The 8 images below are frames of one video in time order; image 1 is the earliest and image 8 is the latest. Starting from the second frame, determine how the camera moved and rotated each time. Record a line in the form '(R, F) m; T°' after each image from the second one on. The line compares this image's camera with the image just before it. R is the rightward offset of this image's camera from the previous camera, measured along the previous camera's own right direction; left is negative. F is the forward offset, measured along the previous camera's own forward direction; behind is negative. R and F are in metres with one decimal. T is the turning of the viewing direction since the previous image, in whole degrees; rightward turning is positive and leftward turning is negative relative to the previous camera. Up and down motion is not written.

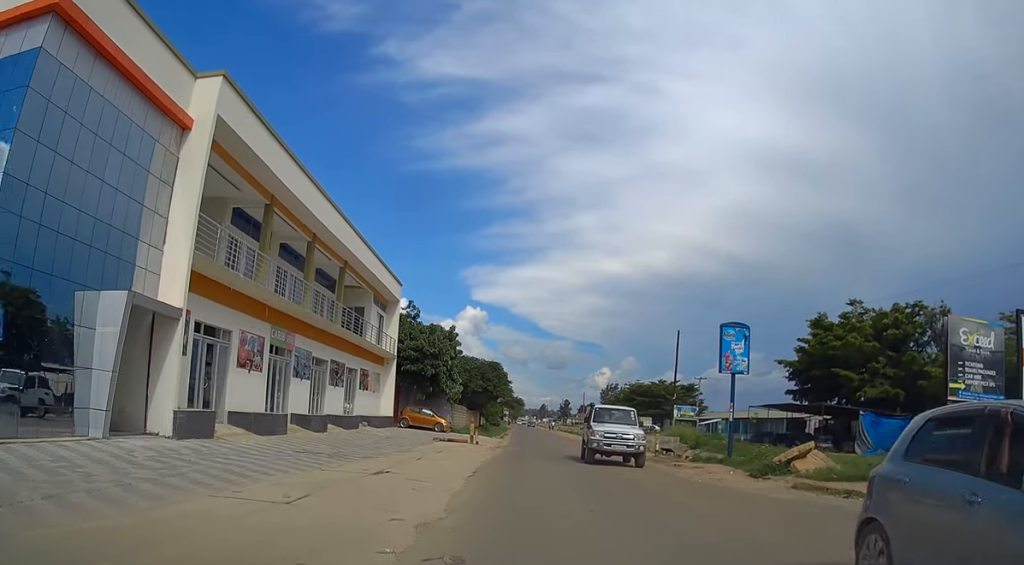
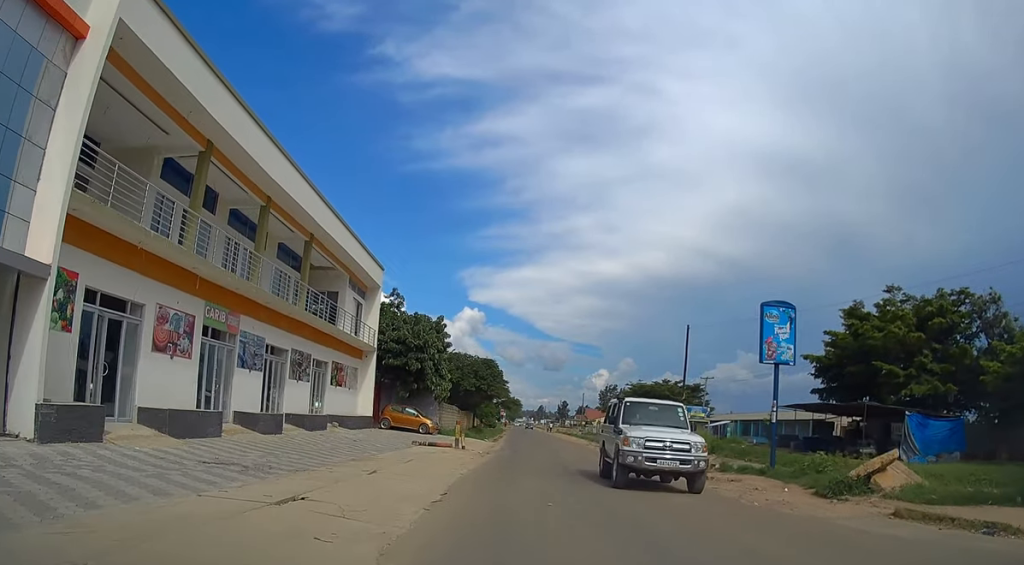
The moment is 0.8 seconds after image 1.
(+0.1, +5.0) m; +2°
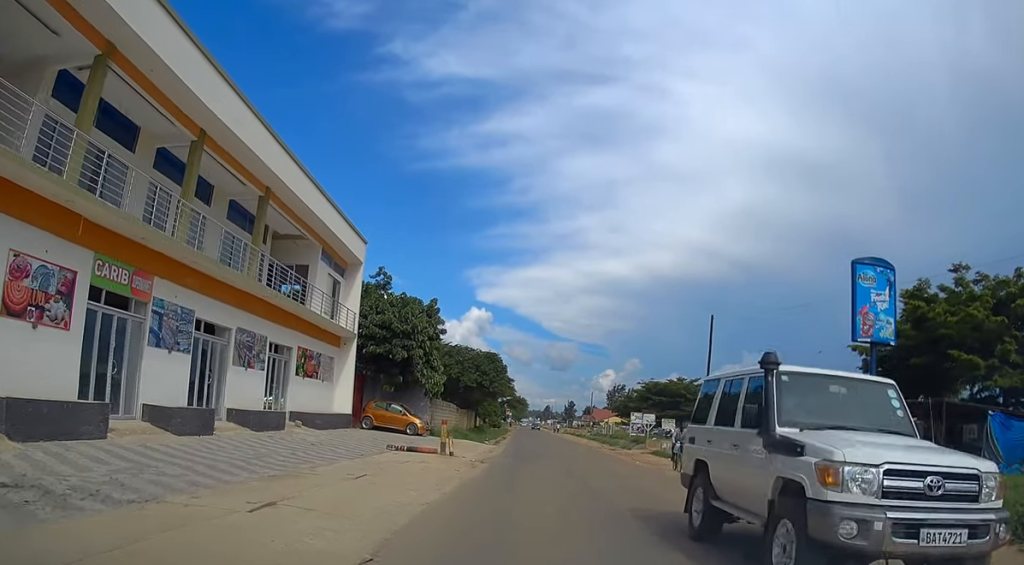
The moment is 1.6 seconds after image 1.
(0.0, +5.9) m; +1°
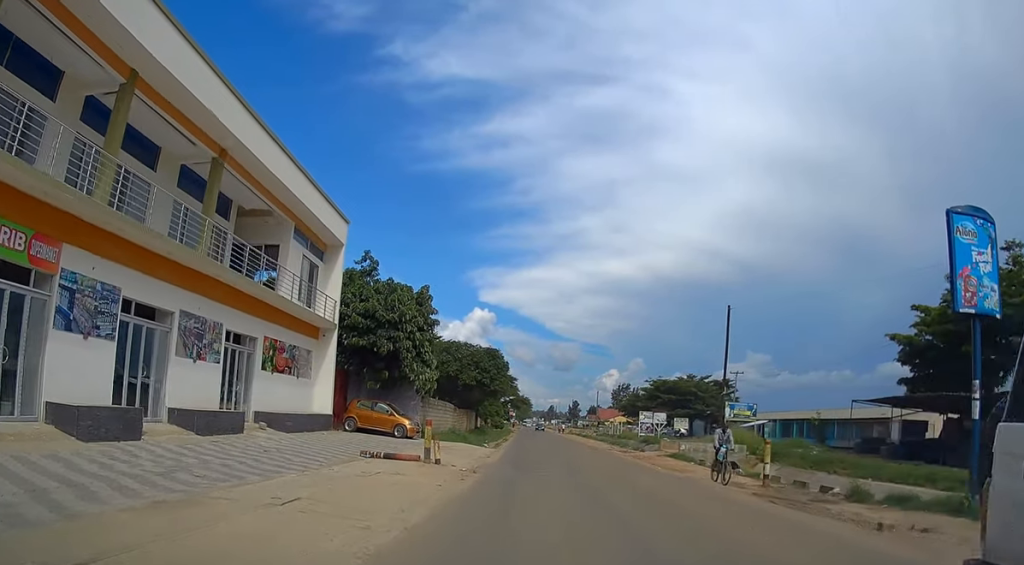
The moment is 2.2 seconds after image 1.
(0.0, +4.0) m; 0°
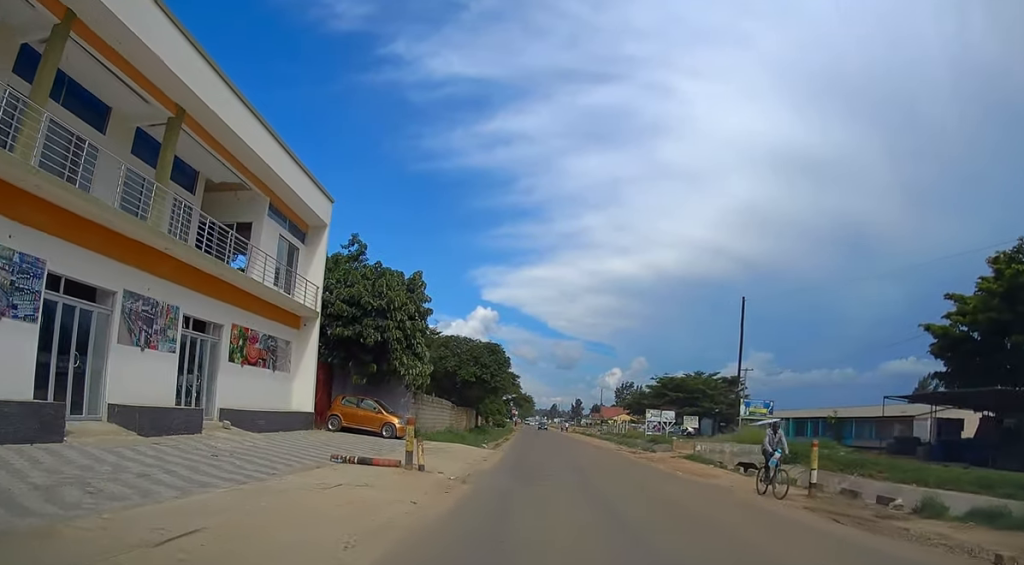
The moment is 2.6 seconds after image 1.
(0.0, +3.1) m; 0°
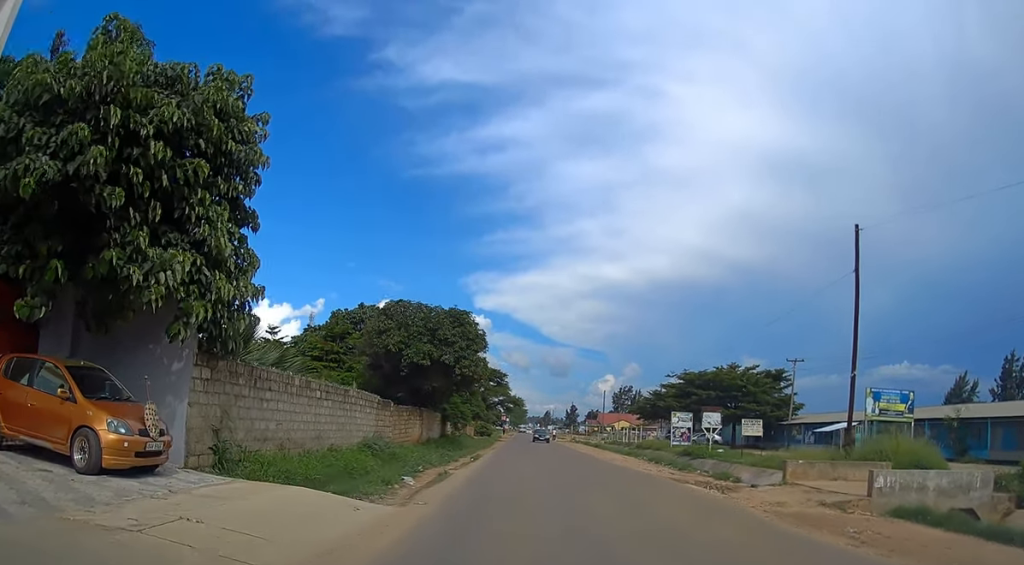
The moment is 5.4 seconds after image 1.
(-0.2, +20.3) m; -1°
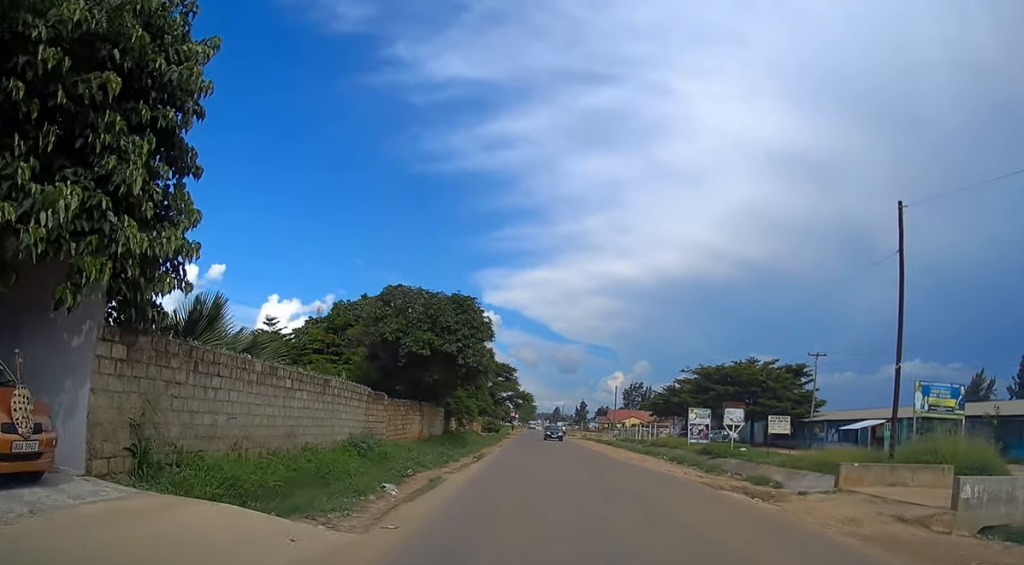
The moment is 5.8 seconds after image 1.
(0.0, +3.1) m; 0°
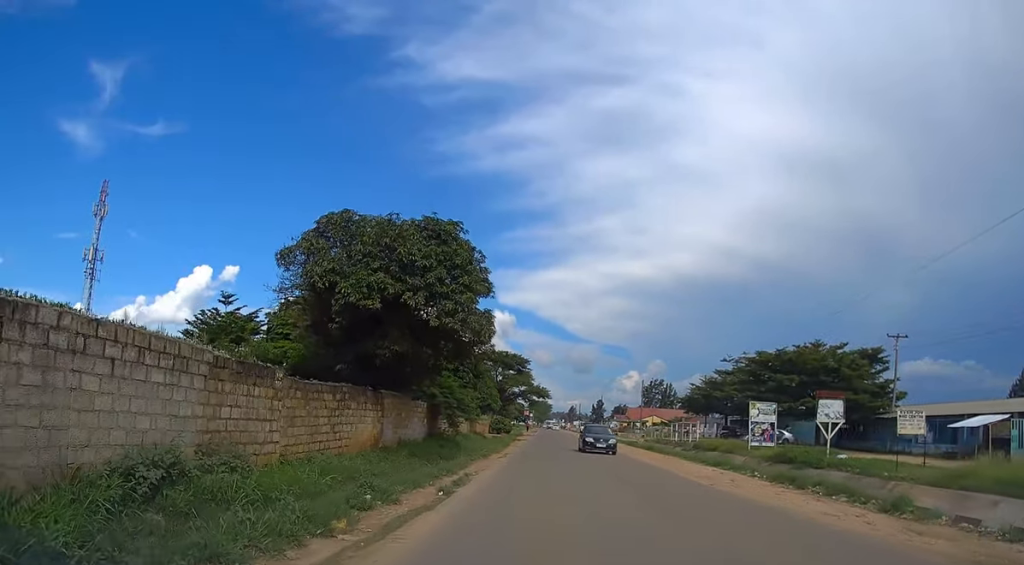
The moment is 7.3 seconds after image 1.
(-0.2, +12.9) m; -1°
